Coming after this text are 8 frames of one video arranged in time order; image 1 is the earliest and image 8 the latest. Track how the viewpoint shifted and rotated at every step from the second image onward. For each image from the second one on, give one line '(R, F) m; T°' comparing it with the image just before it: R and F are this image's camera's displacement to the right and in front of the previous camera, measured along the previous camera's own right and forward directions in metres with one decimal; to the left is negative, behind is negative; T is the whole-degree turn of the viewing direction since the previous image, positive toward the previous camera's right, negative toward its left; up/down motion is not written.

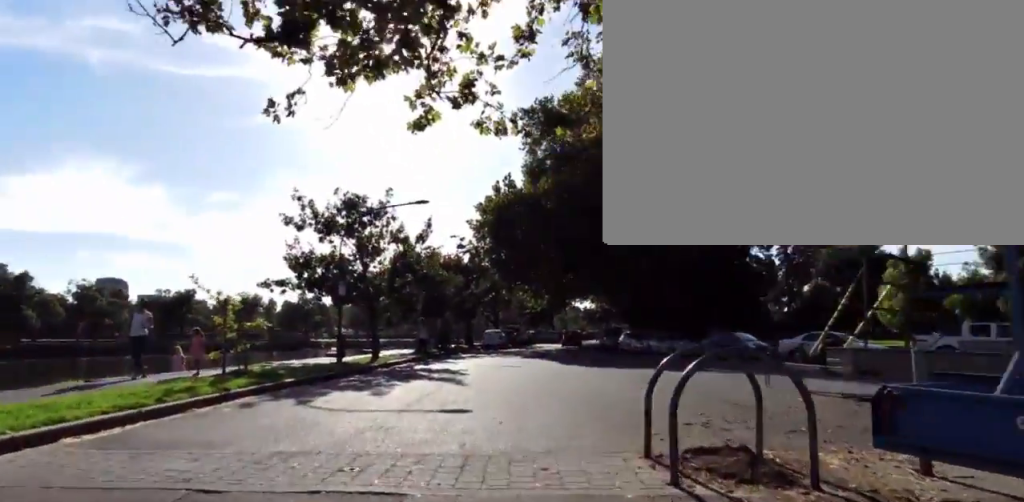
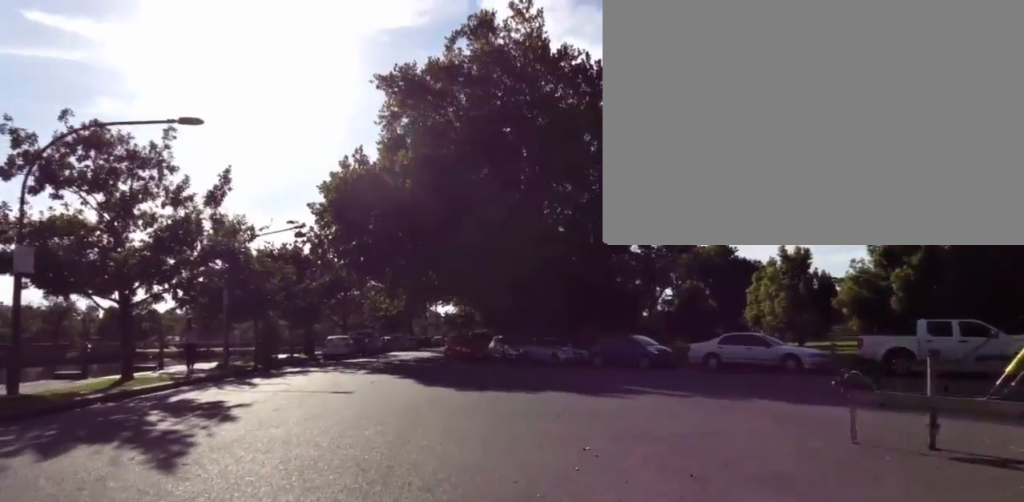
(-0.2, +8.3) m; +10°
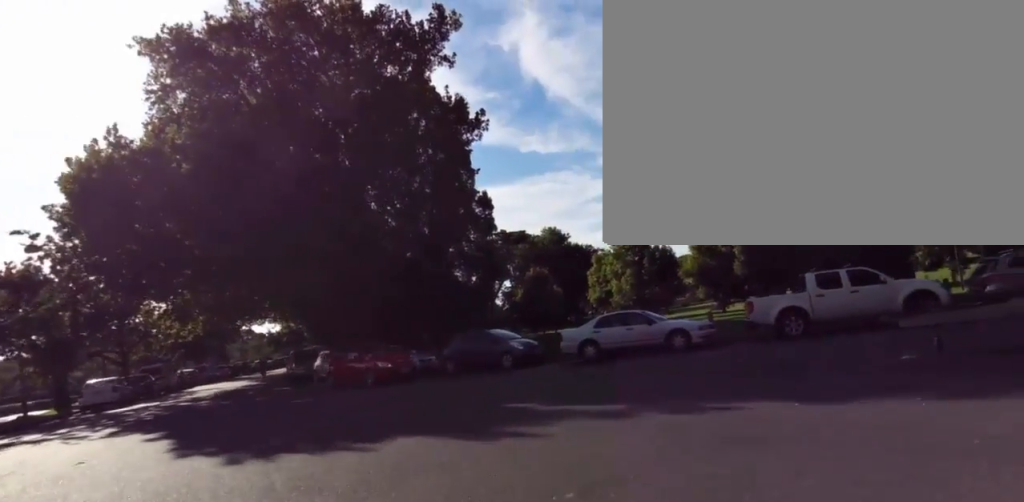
(+0.6, +6.5) m; +12°
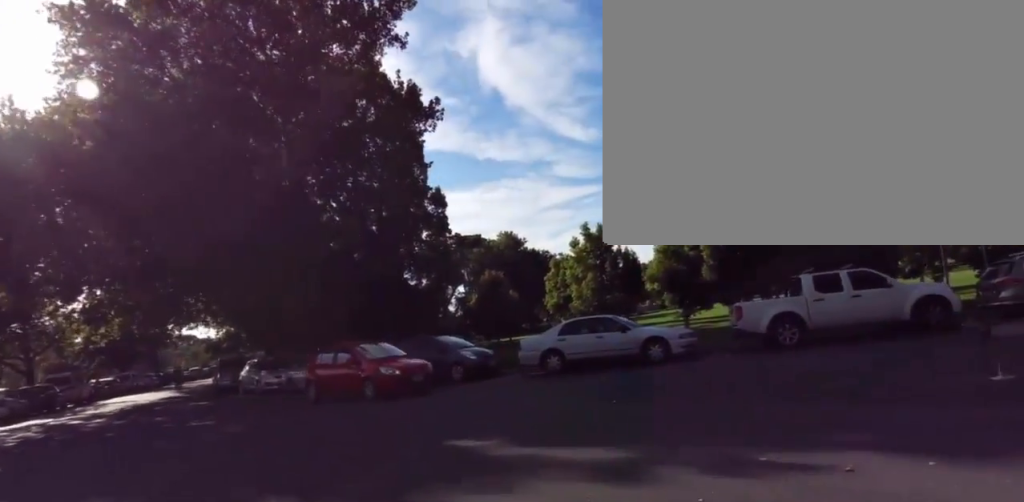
(+0.2, +2.9) m; +9°
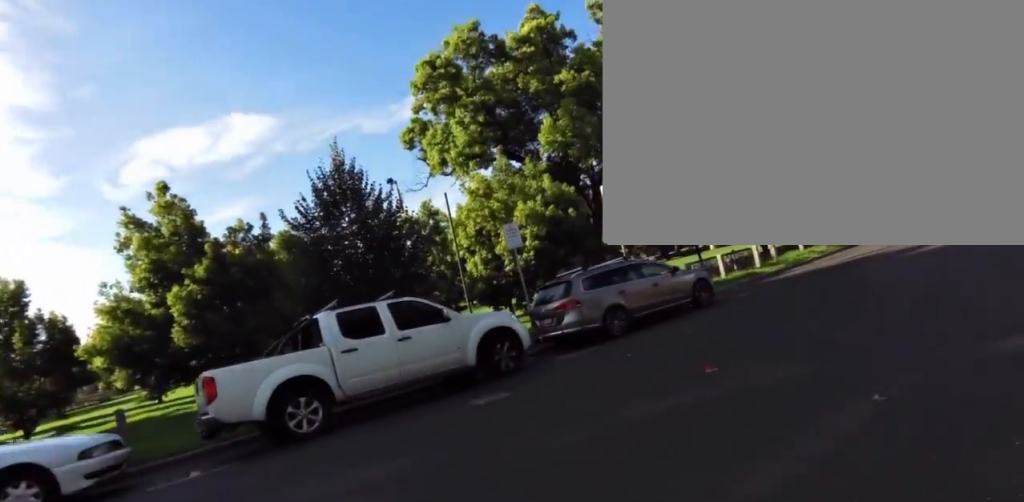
(+1.4, +6.7) m; +42°
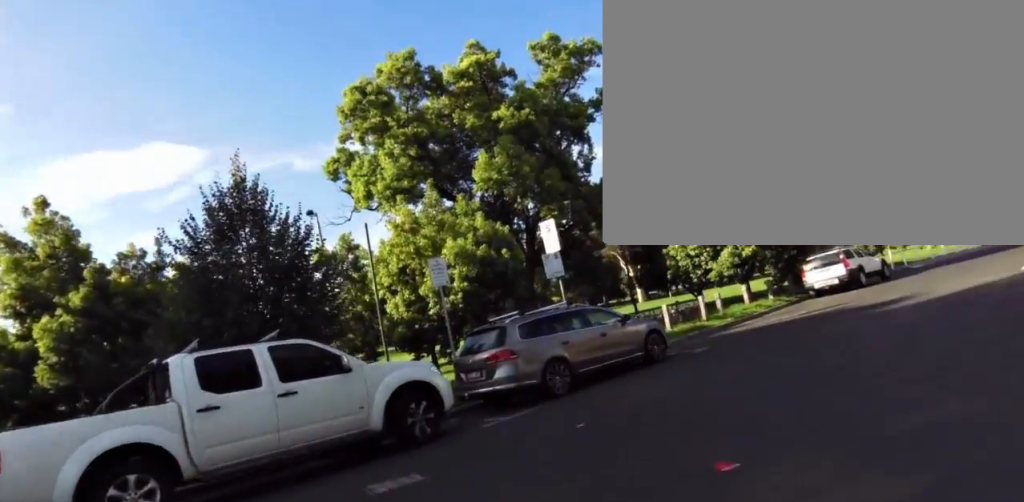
(+0.7, +2.1) m; +9°
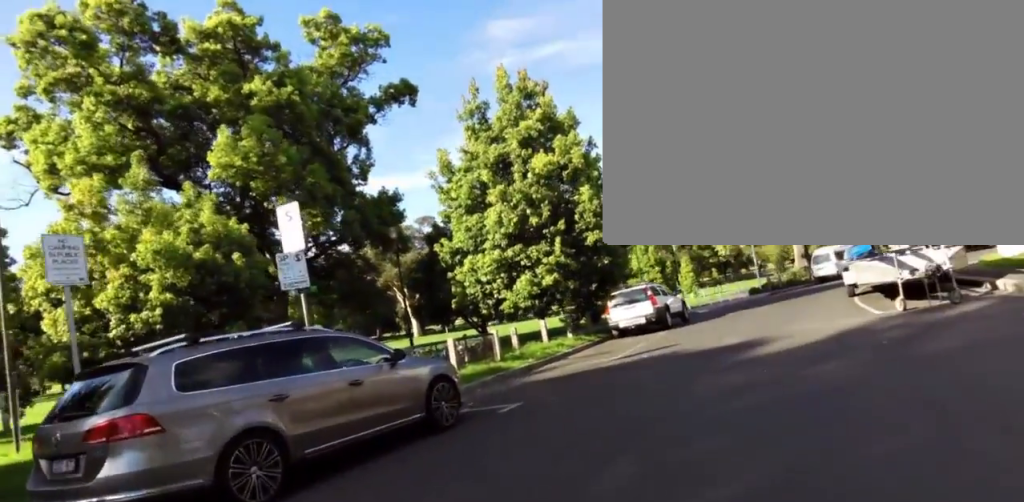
(+1.3, +5.2) m; +18°
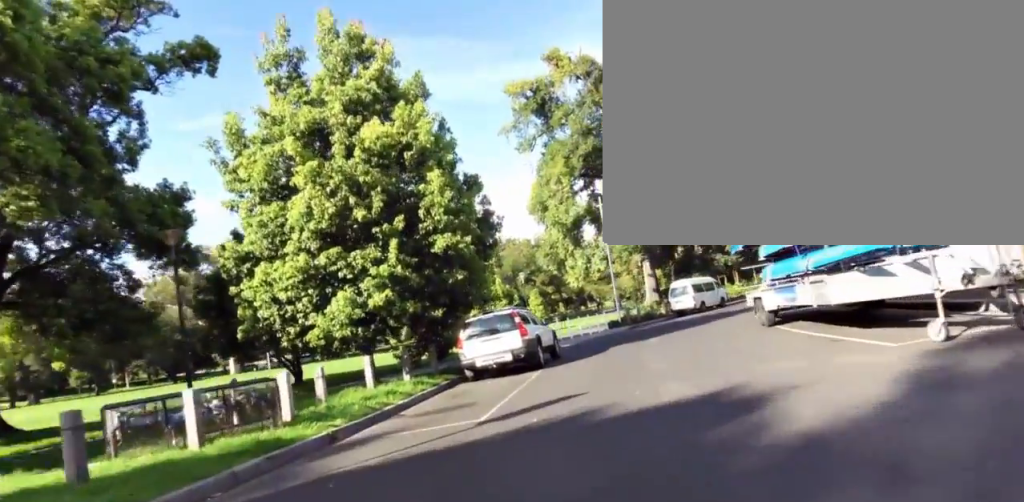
(+0.2, +5.6) m; +14°
